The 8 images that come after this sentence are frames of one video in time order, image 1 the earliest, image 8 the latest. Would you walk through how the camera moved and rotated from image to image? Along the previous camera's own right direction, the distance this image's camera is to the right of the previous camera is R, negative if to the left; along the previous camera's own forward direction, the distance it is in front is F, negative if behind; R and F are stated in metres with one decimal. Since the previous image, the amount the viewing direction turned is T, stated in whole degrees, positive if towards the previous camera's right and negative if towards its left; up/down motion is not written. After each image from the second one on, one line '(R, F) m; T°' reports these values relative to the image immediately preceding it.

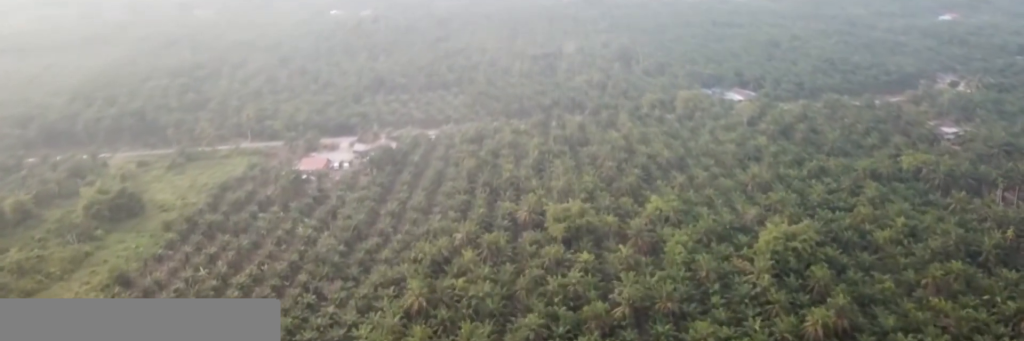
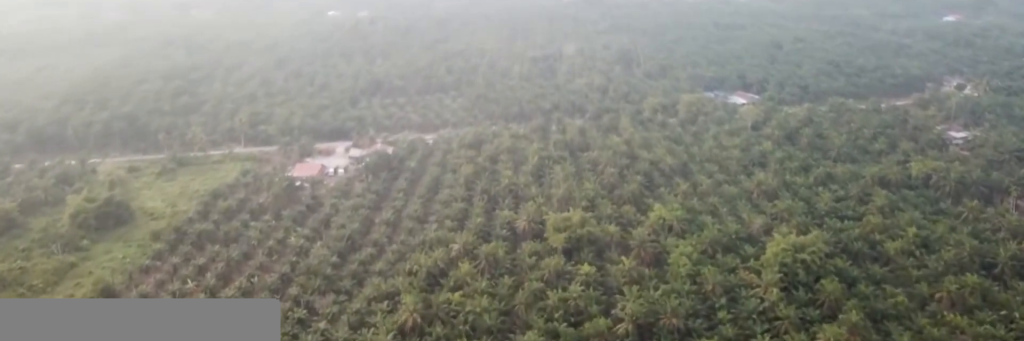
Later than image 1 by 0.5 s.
(0.0, +8.0) m; 0°
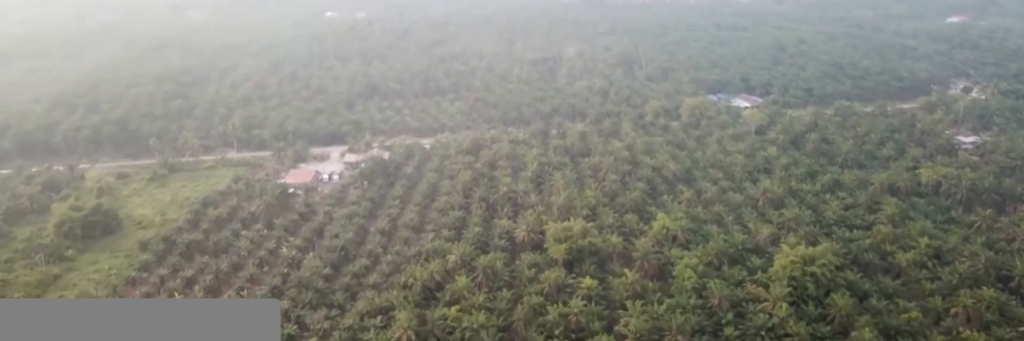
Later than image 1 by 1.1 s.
(0.0, +8.5) m; 0°
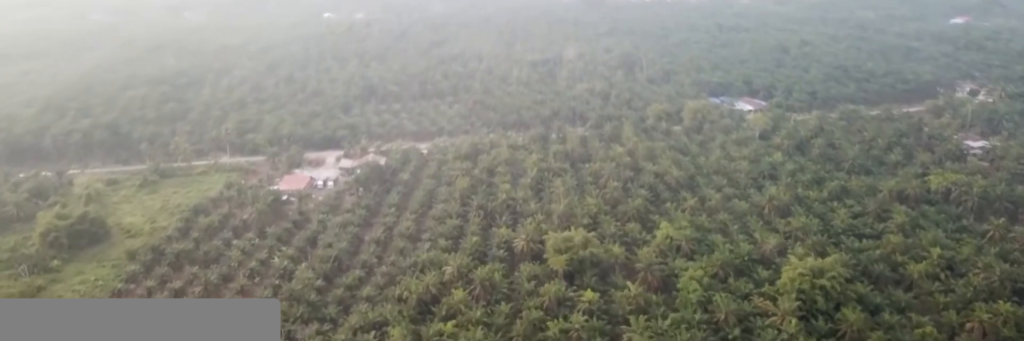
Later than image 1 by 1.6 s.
(0.0, +7.5) m; 0°
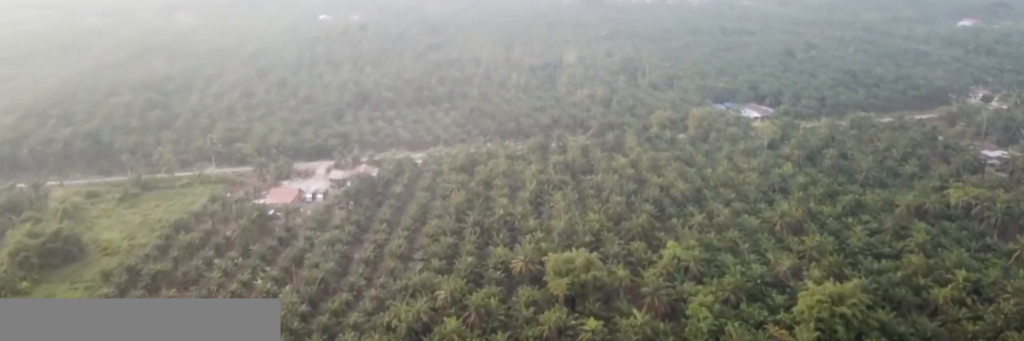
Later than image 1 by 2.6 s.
(0.0, +15.0) m; 0°
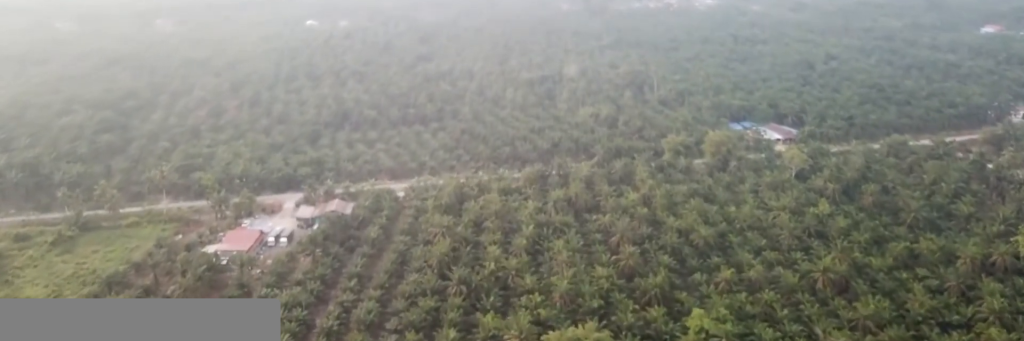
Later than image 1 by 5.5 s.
(0.0, +42.9) m; 0°
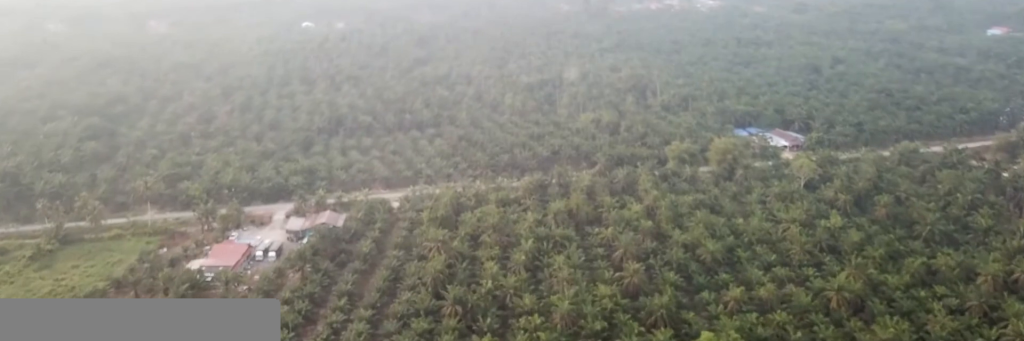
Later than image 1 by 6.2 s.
(0.0, +11.4) m; 0°
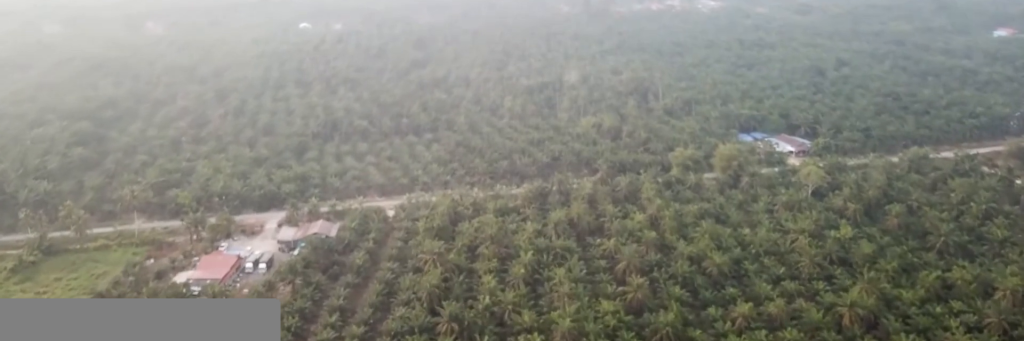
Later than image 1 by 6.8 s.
(0.0, +8.4) m; 0°
